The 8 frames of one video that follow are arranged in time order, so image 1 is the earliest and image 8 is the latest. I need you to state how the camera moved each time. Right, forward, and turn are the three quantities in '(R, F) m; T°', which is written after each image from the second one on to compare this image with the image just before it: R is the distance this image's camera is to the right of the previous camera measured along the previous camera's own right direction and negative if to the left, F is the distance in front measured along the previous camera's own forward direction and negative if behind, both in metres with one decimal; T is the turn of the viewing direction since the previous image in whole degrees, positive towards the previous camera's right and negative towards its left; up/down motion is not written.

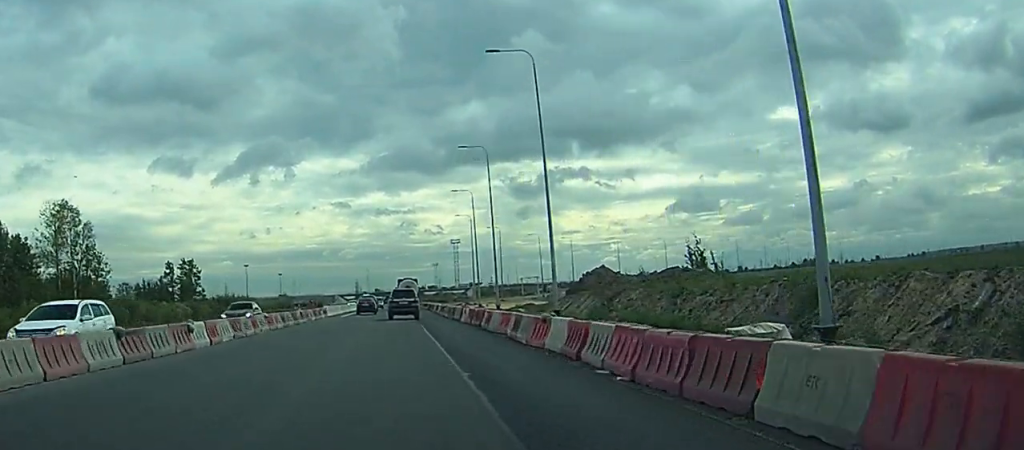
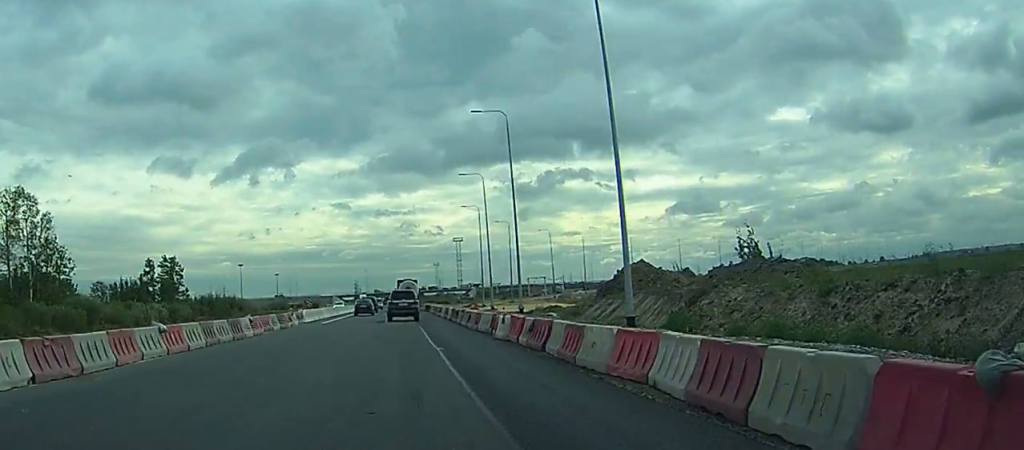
(0.0, +16.3) m; 0°
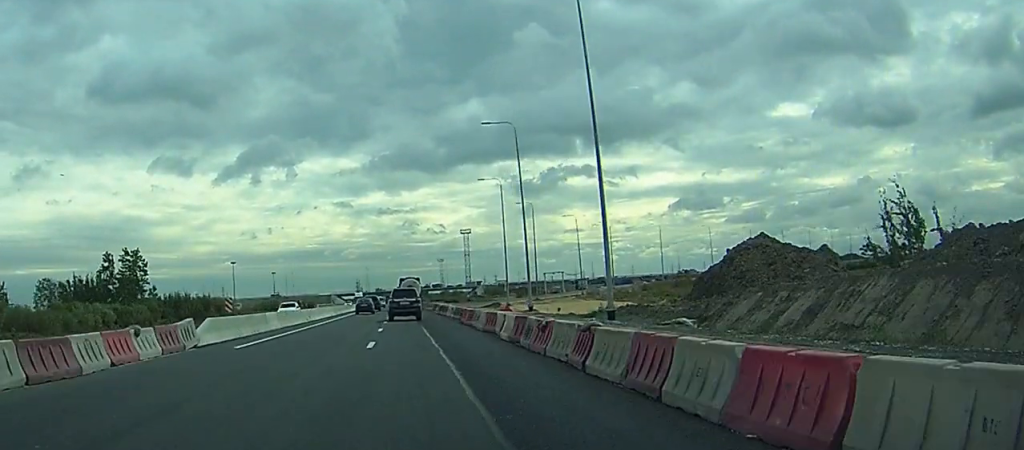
(0.0, +28.2) m; 0°
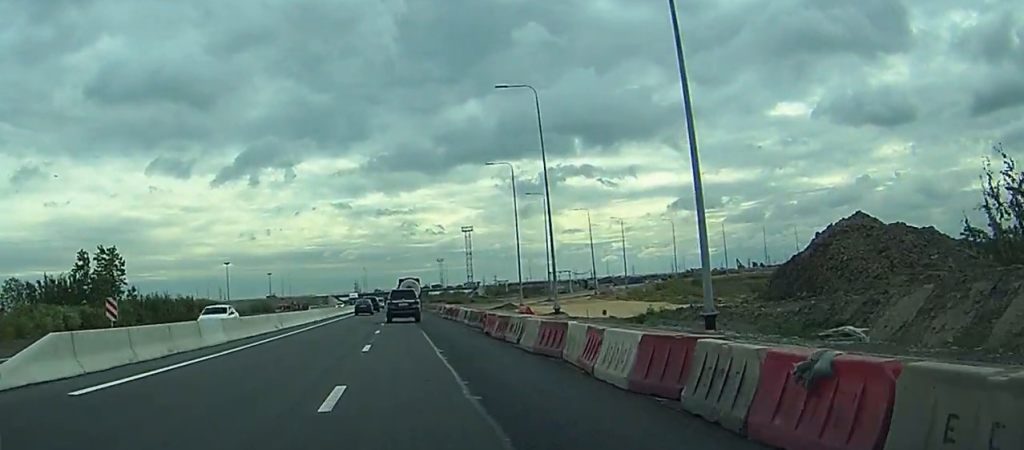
(0.0, +12.6) m; 0°
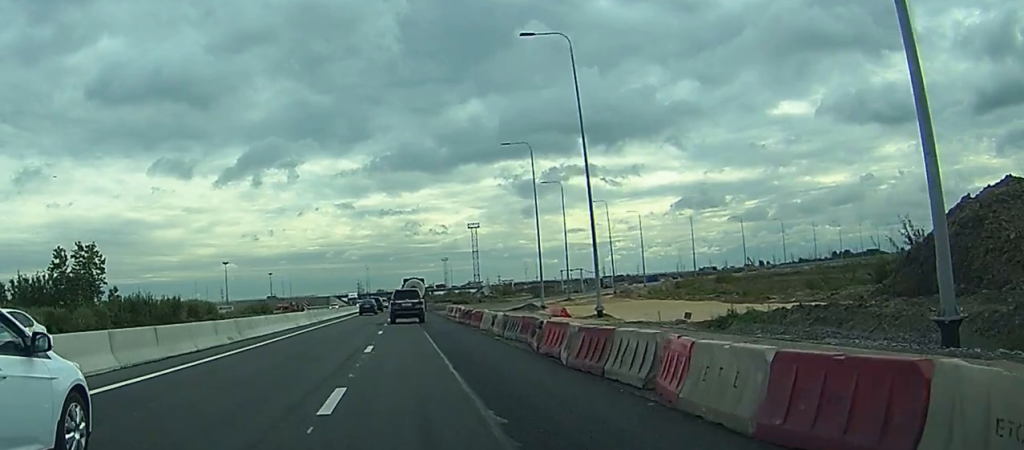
(0.0, +11.9) m; 0°
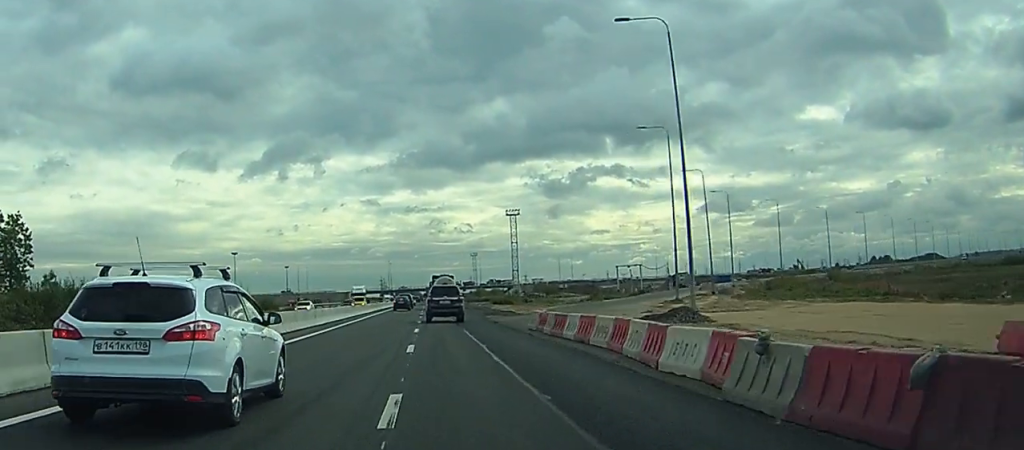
(-0.2, +36.8) m; -1°
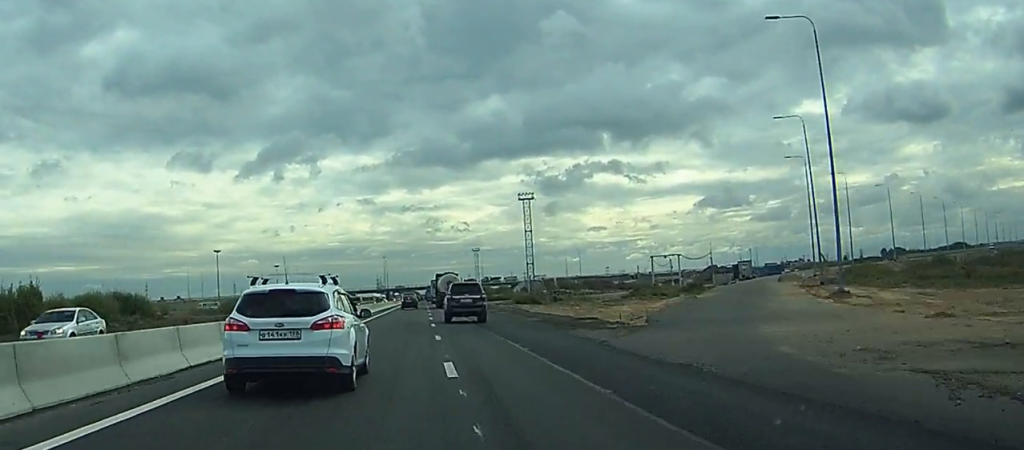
(-0.1, +30.3) m; -1°
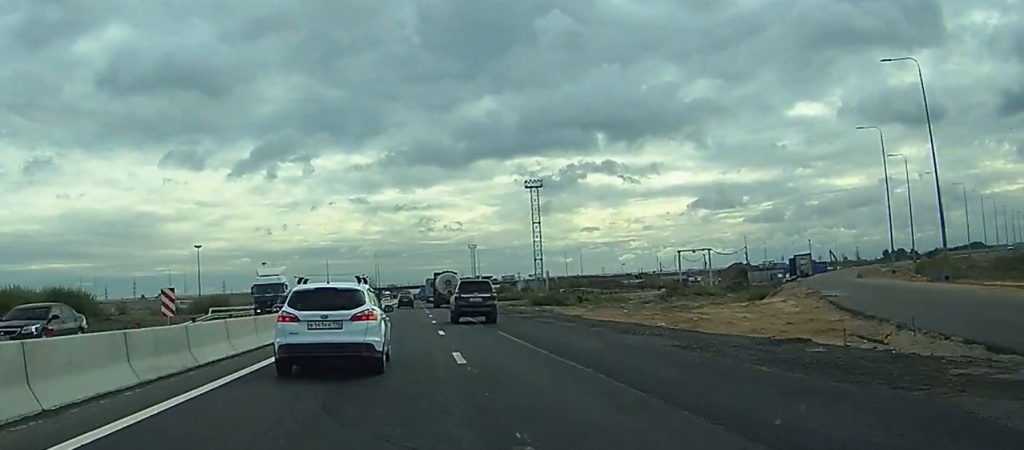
(-0.1, +21.4) m; 0°
